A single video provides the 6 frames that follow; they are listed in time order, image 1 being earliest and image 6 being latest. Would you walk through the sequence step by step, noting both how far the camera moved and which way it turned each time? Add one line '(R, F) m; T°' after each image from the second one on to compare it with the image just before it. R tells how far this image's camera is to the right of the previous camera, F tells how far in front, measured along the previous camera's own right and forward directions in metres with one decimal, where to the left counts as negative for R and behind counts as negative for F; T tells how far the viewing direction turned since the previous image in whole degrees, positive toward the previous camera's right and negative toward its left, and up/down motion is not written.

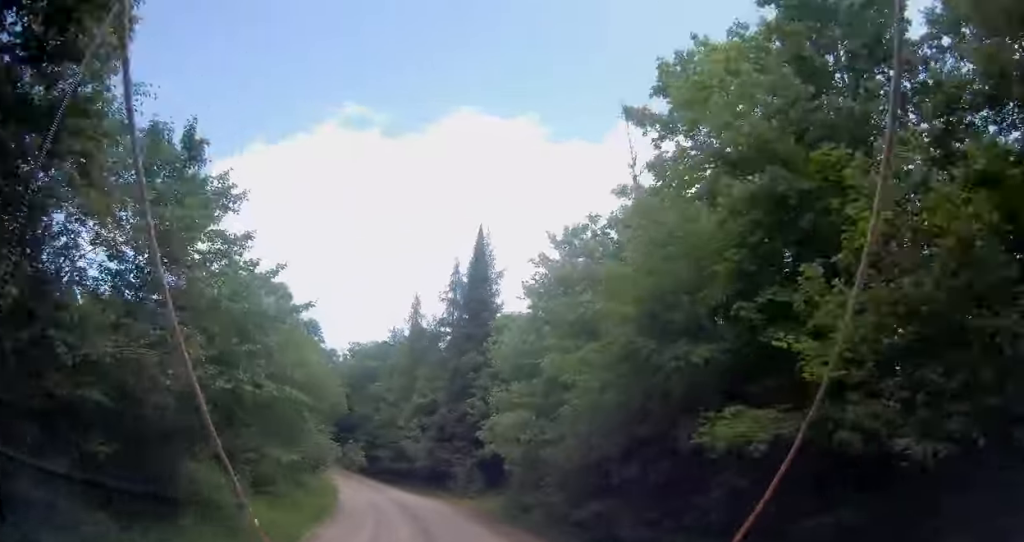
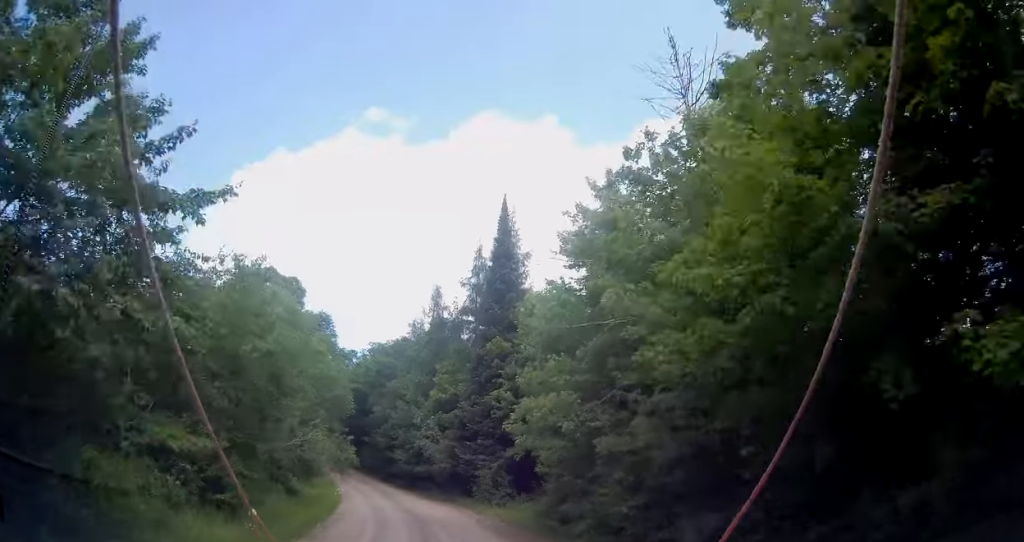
(-0.1, +5.1) m; -2°
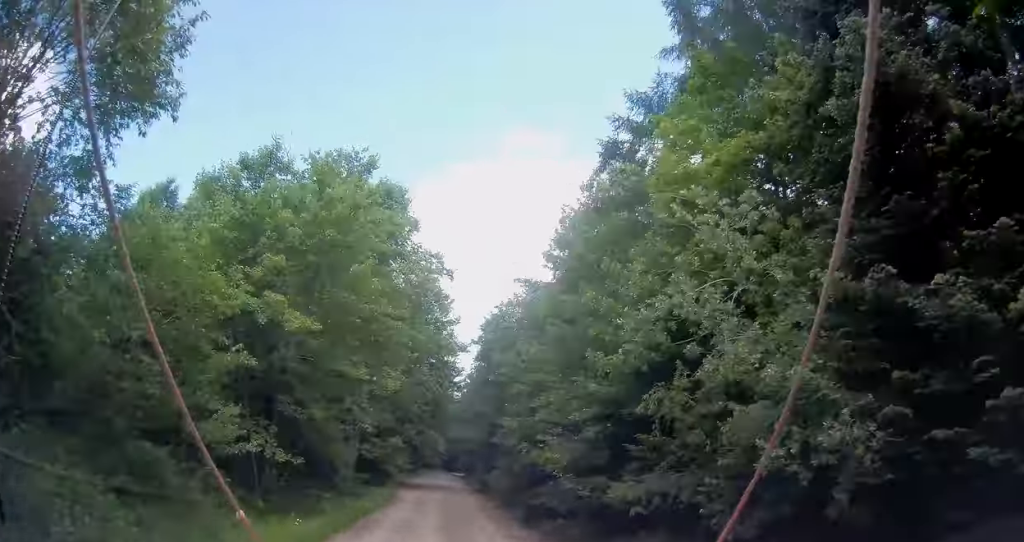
(-4.0, +30.4) m; -16°
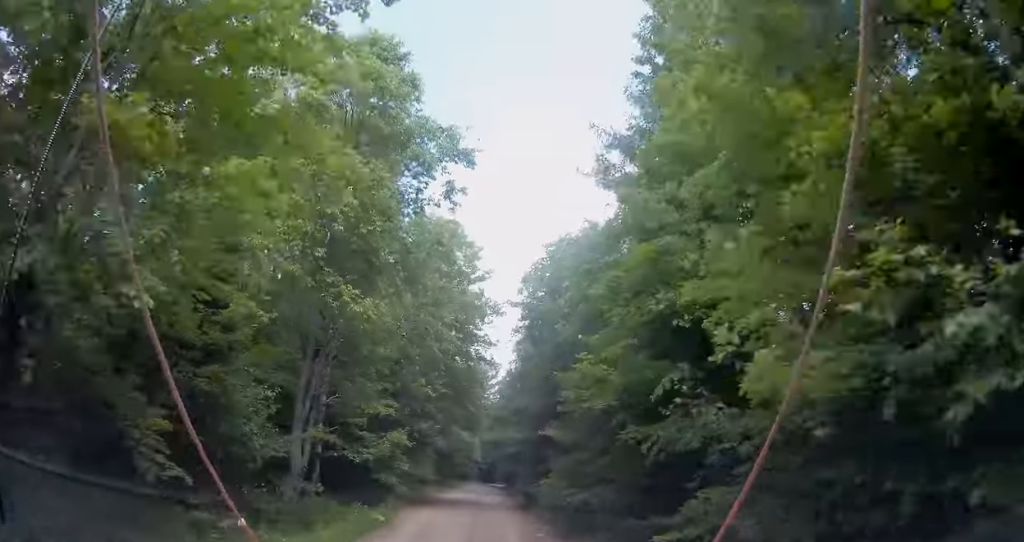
(-0.7, +11.5) m; -5°
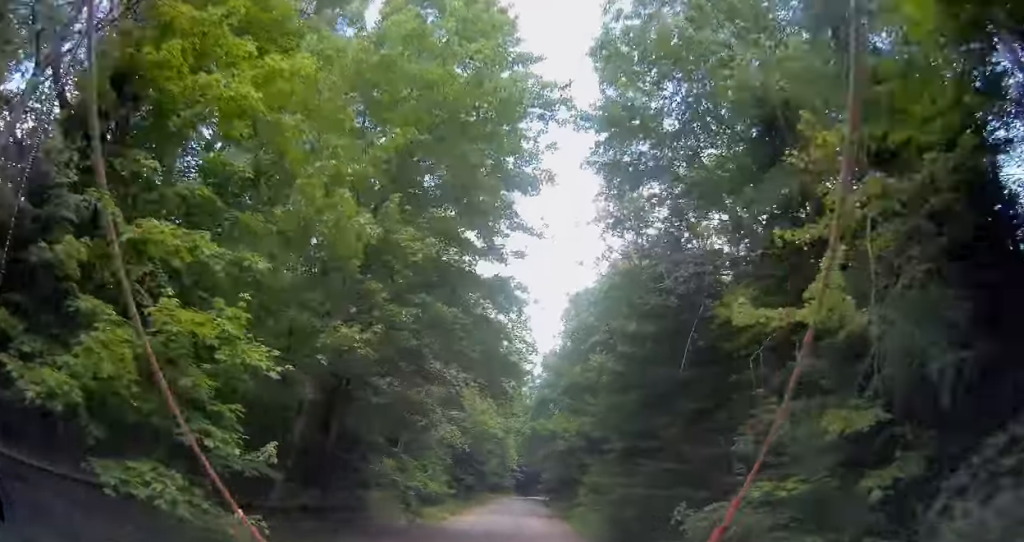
(-0.6, +17.8) m; -2°
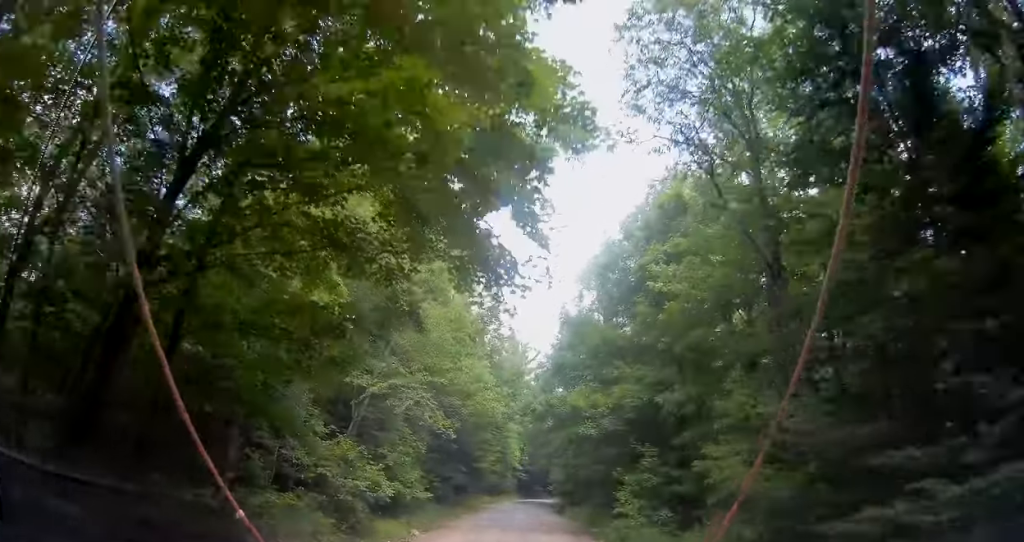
(+0.1, +10.6) m; 0°
